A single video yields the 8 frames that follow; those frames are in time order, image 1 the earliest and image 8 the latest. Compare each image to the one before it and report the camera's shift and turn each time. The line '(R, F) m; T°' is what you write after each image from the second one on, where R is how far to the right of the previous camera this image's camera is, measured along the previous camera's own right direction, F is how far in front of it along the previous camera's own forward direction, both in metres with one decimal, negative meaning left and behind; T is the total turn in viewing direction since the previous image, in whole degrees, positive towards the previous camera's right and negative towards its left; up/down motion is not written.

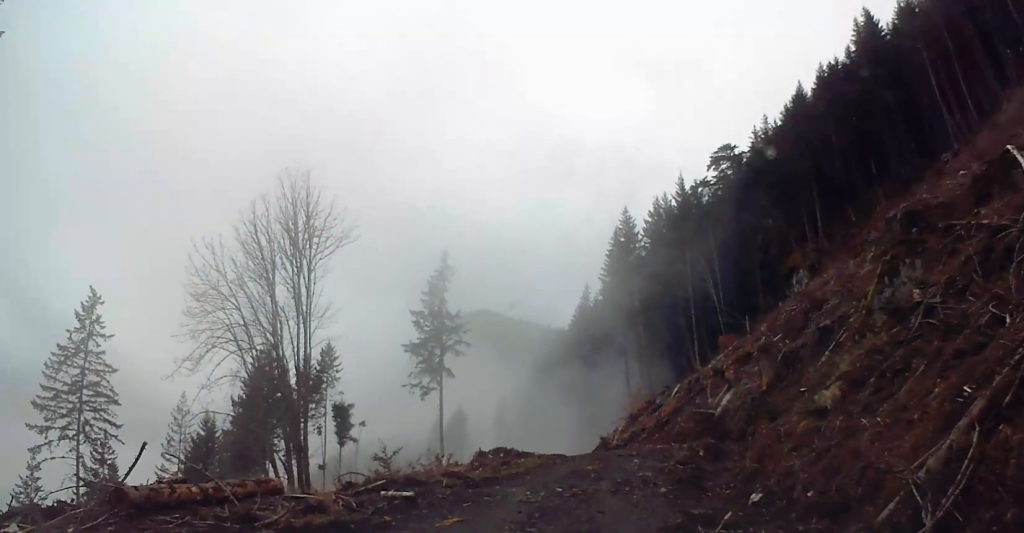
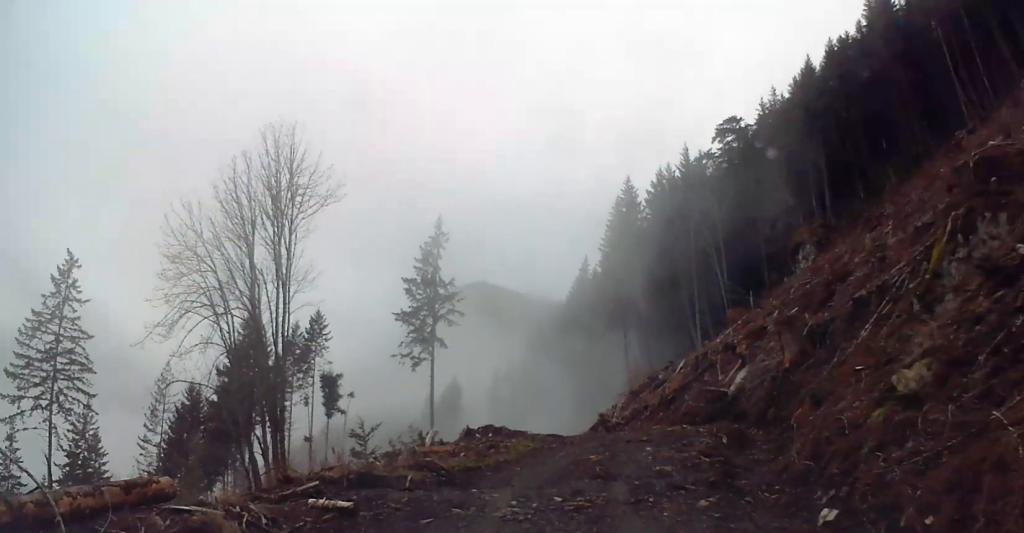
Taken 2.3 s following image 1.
(-0.3, +3.9) m; -2°
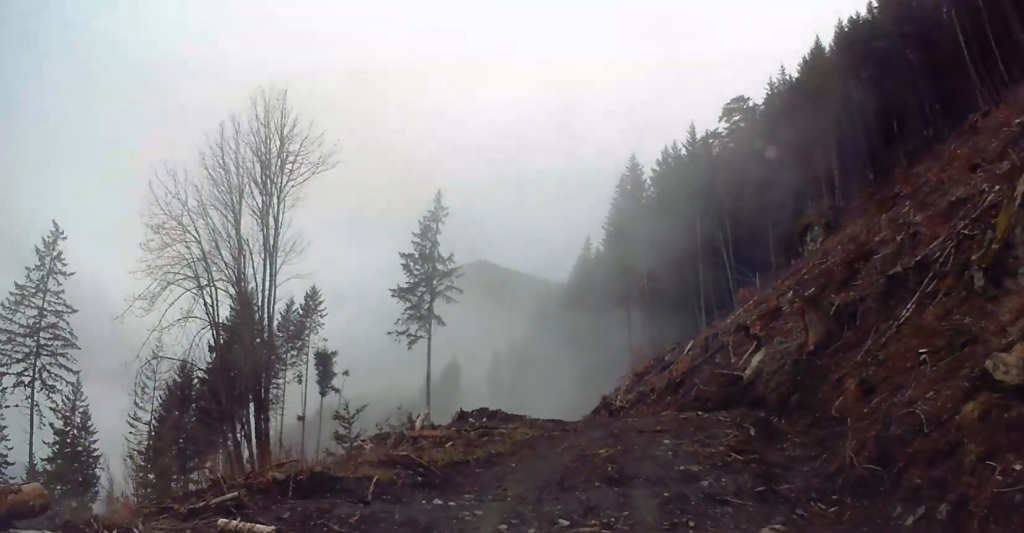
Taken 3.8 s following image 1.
(+0.1, +2.8) m; +3°
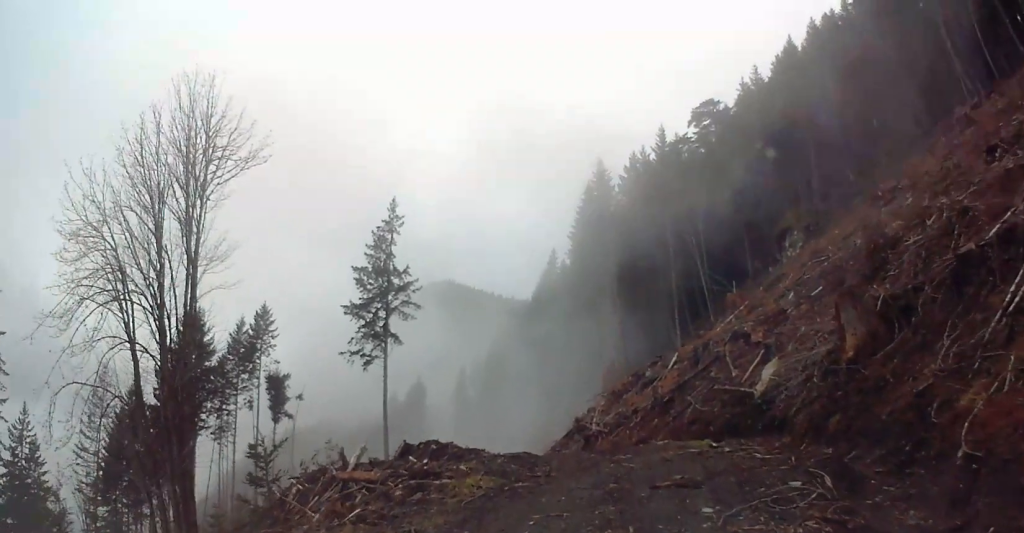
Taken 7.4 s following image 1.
(+0.3, +6.4) m; +3°
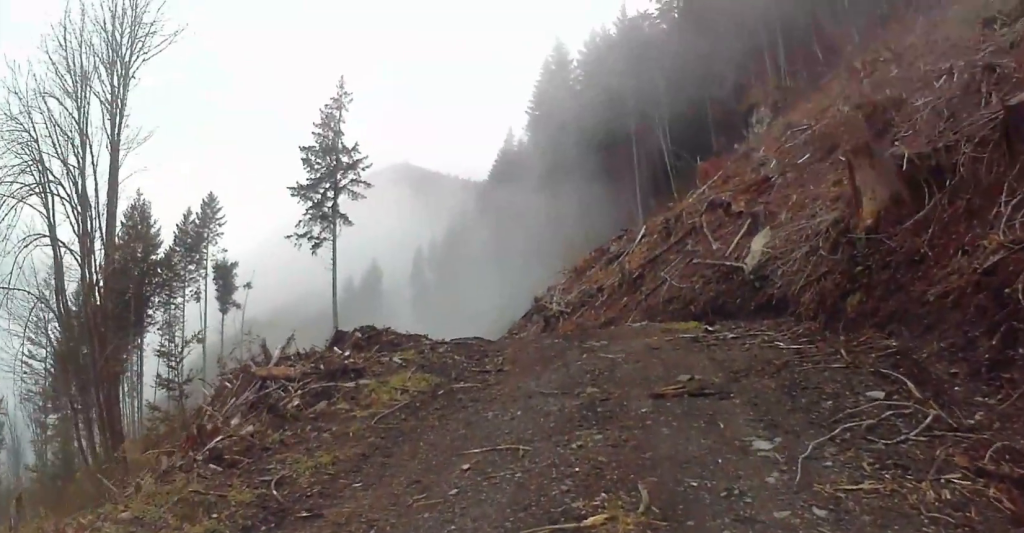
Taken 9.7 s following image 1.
(0.0, +3.7) m; +4°
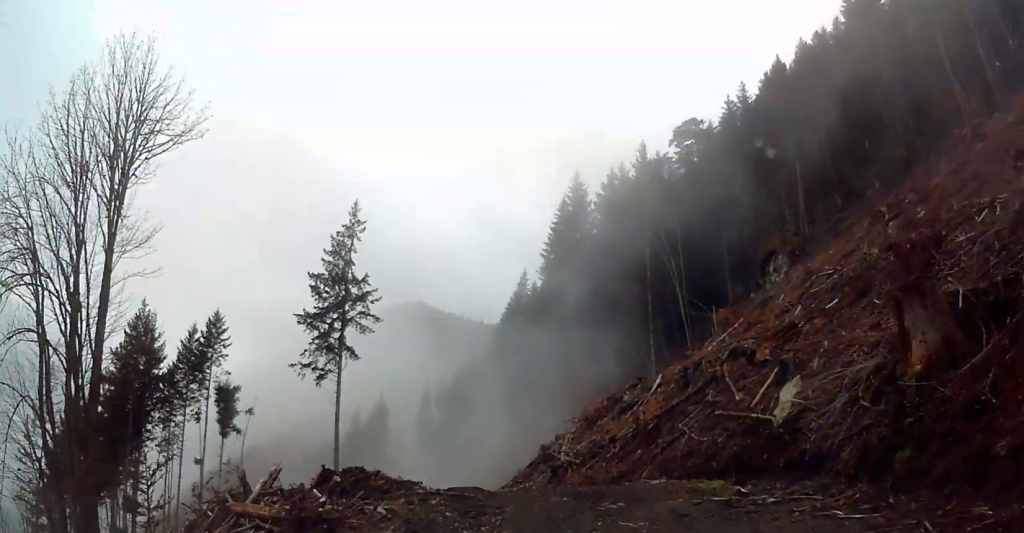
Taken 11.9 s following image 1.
(+0.2, +3.3) m; +2°
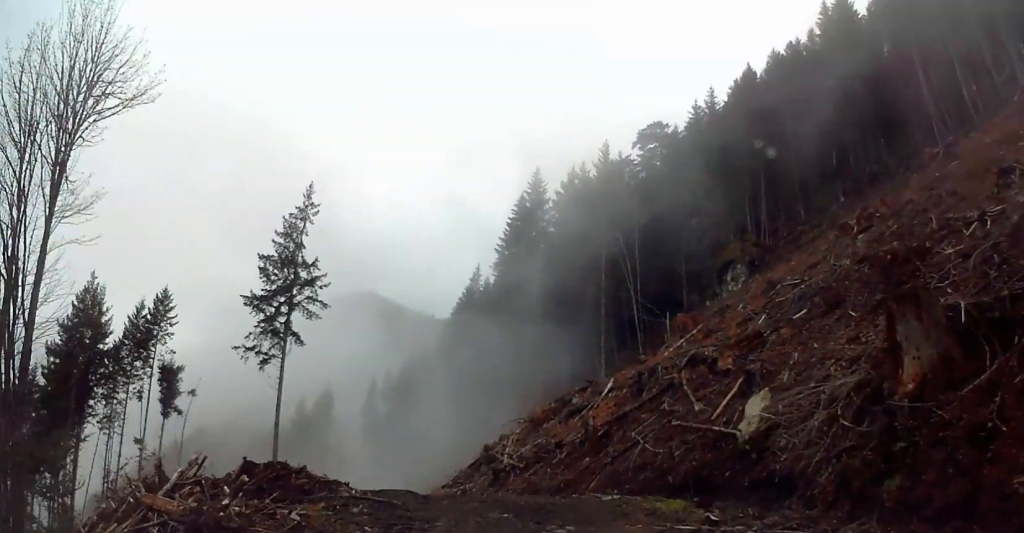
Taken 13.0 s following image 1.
(+0.1, +1.9) m; -1°
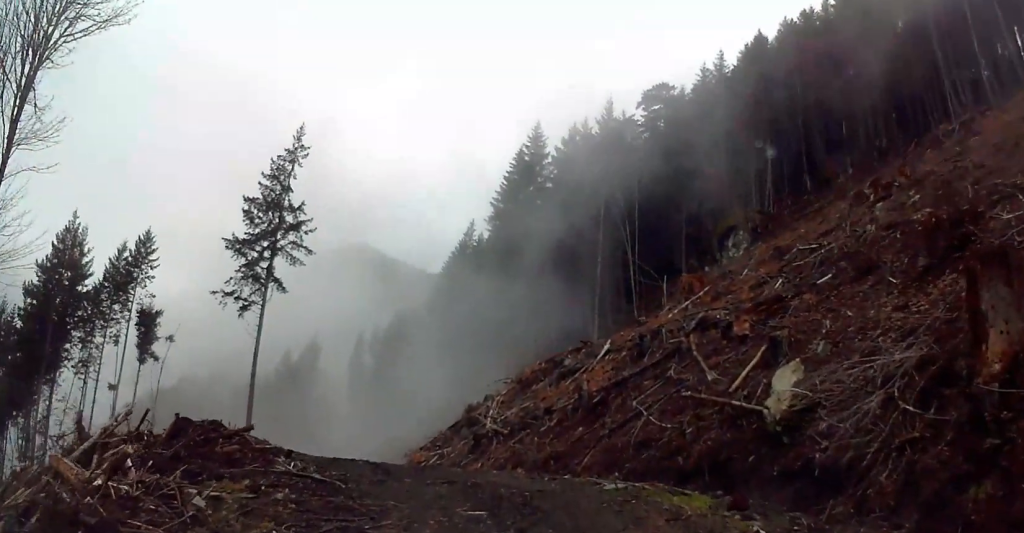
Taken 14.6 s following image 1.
(-0.3, +3.1) m; 0°
